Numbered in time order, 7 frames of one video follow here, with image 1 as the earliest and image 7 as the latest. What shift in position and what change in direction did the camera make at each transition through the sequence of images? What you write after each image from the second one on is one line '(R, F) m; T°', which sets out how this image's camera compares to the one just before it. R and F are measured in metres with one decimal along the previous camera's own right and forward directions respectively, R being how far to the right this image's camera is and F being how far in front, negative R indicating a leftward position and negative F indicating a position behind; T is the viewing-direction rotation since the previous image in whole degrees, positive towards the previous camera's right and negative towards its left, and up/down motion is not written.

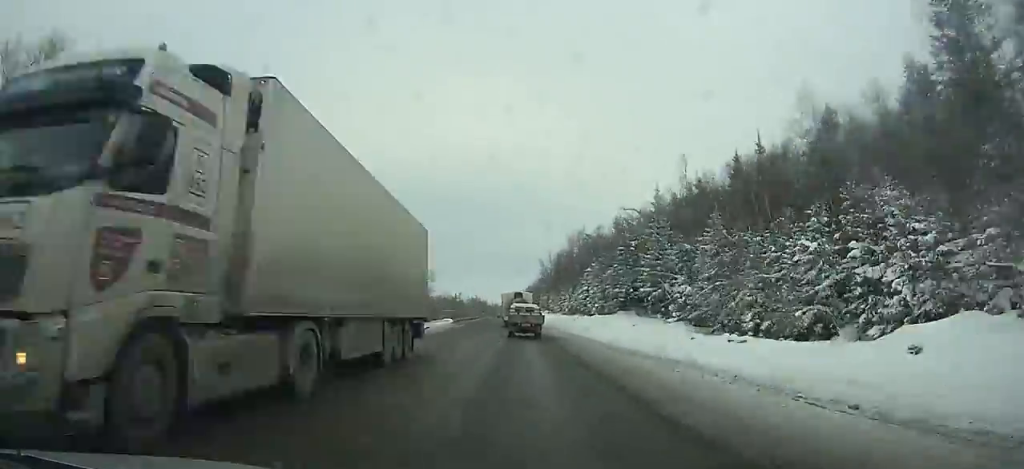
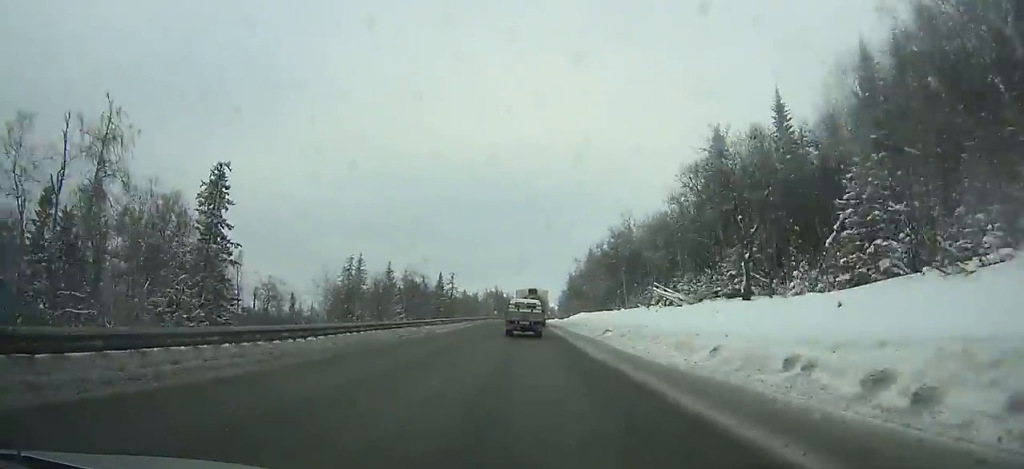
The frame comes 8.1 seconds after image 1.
(-4.7, +142.7) m; -2°
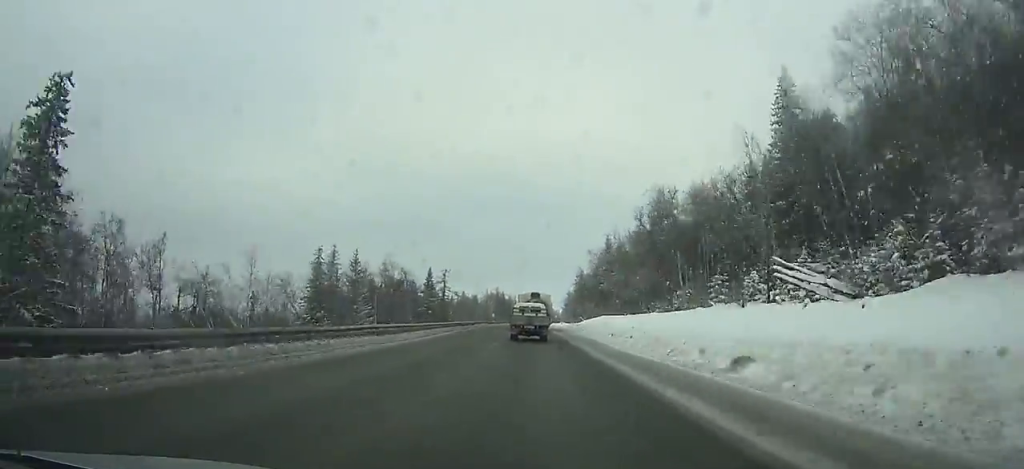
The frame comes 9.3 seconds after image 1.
(+0.1, +20.9) m; 0°
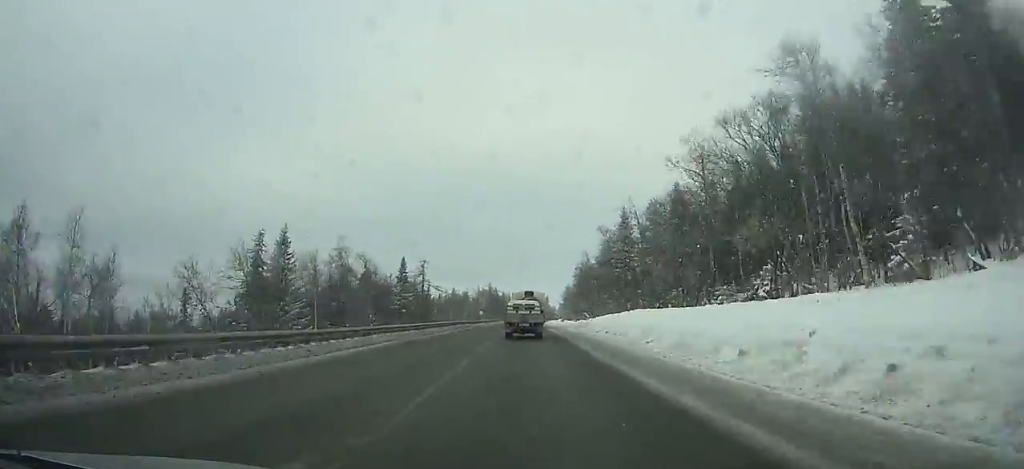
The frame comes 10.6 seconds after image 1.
(+0.1, +22.6) m; 0°
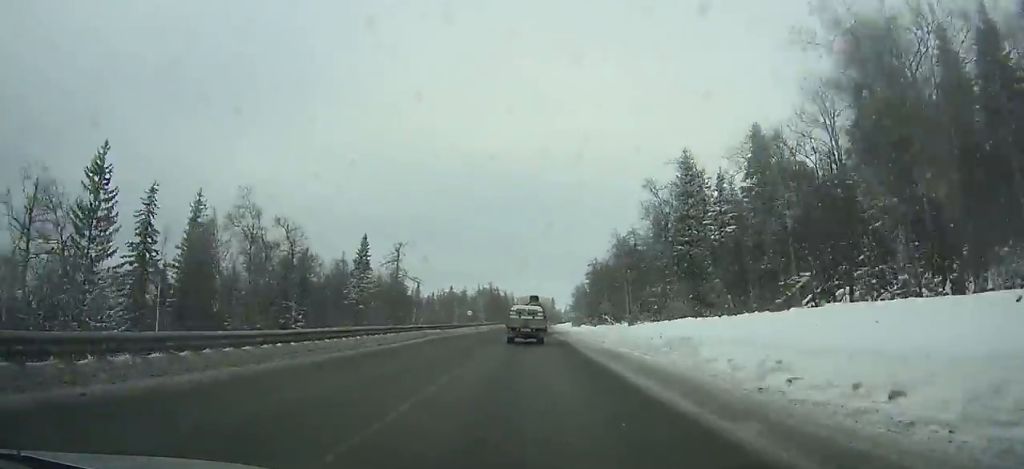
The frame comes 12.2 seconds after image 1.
(-0.1, +27.9) m; 0°
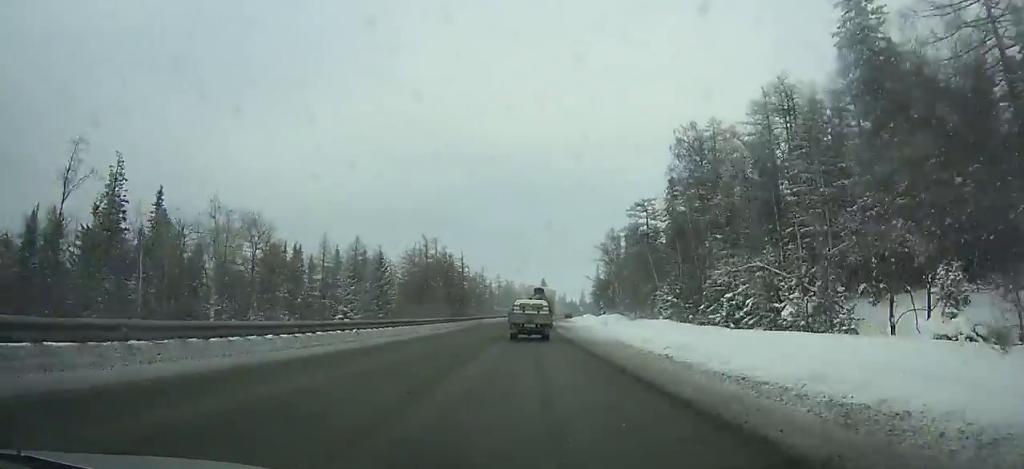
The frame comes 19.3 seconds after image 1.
(+1.5, +124.2) m; +2°
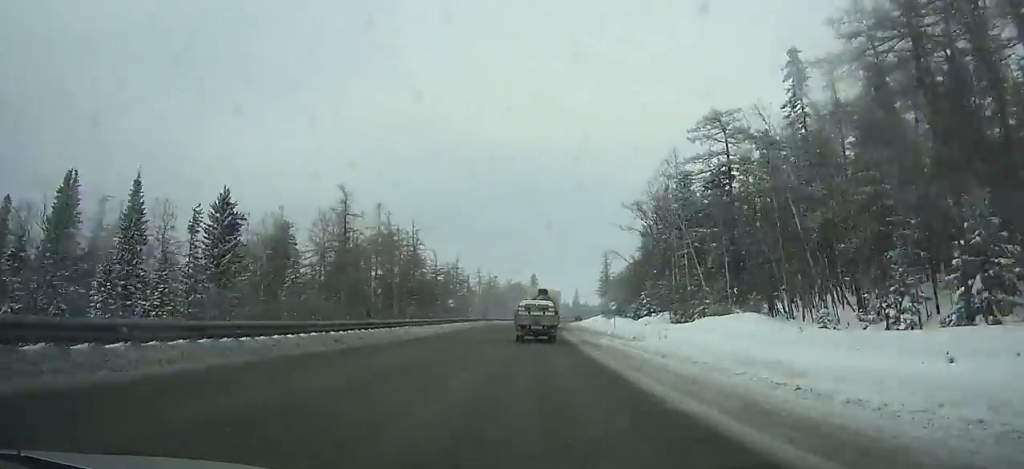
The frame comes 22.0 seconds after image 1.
(+0.5, +47.0) m; +1°
